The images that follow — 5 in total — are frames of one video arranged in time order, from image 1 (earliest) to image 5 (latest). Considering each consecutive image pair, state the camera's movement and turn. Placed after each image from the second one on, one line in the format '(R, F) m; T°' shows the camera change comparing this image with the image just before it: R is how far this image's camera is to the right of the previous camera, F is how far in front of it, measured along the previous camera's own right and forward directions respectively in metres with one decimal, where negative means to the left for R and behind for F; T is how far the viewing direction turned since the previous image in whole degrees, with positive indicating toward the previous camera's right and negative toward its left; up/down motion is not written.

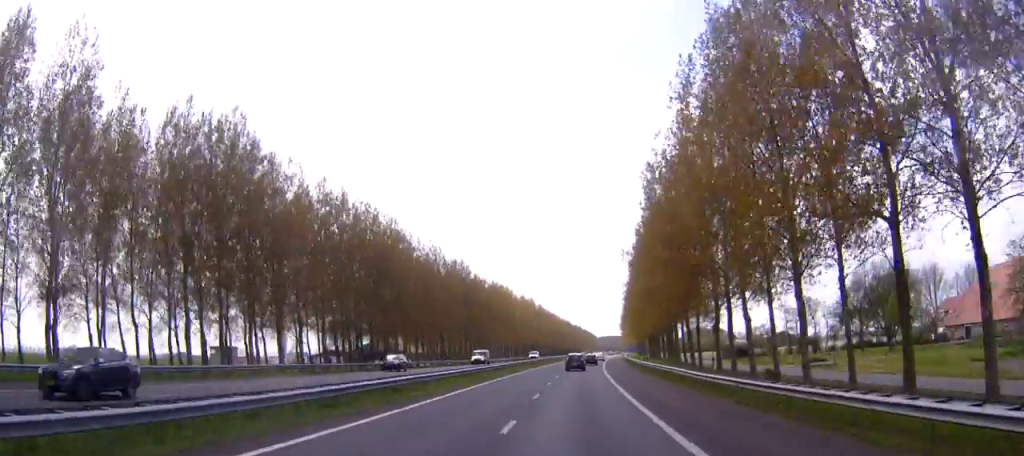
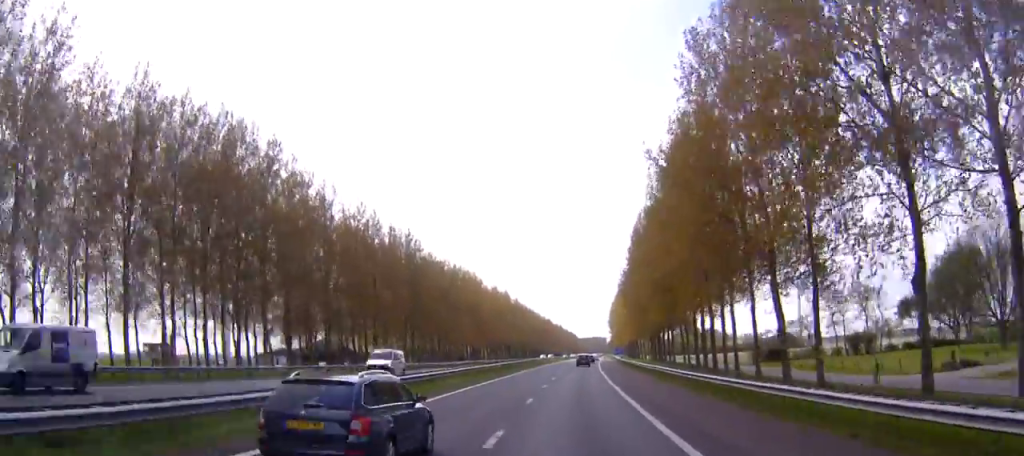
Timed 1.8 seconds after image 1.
(+0.6, +39.1) m; +1°
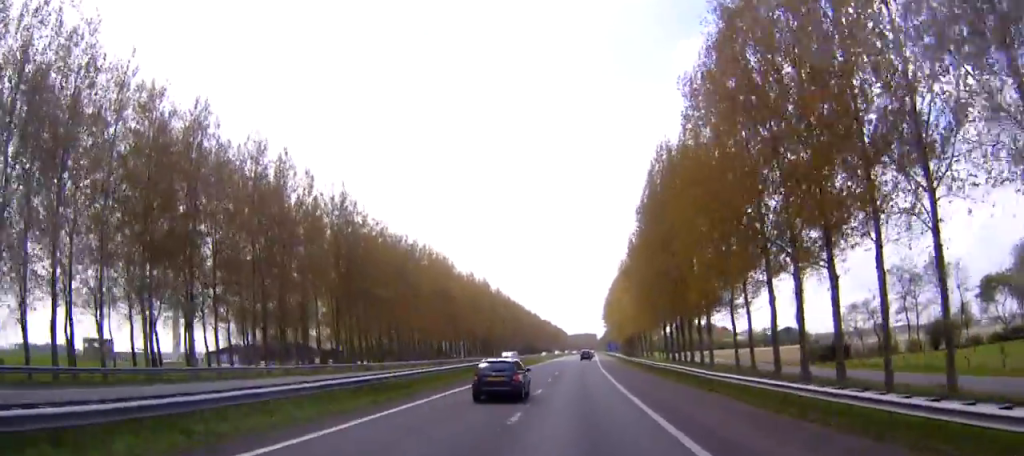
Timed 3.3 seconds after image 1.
(+0.2, +32.3) m; +1°
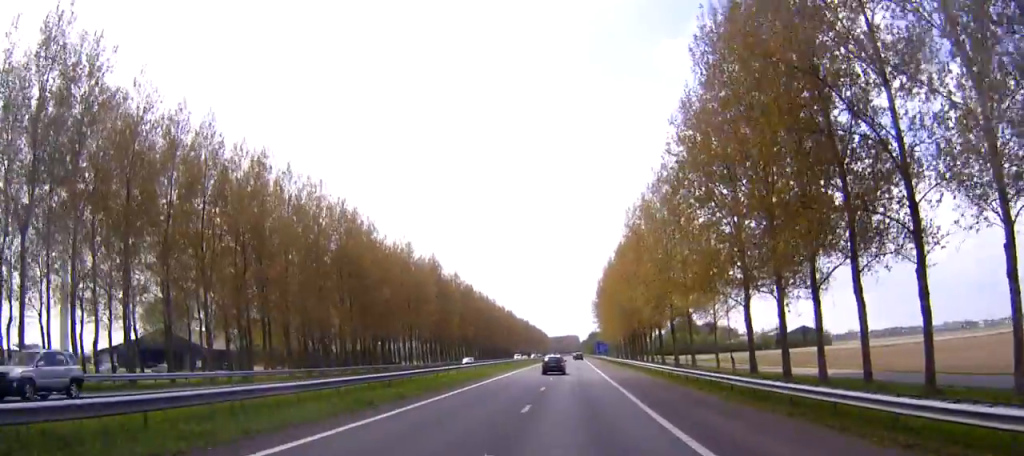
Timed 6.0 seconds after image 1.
(+0.8, +57.1) m; +2°
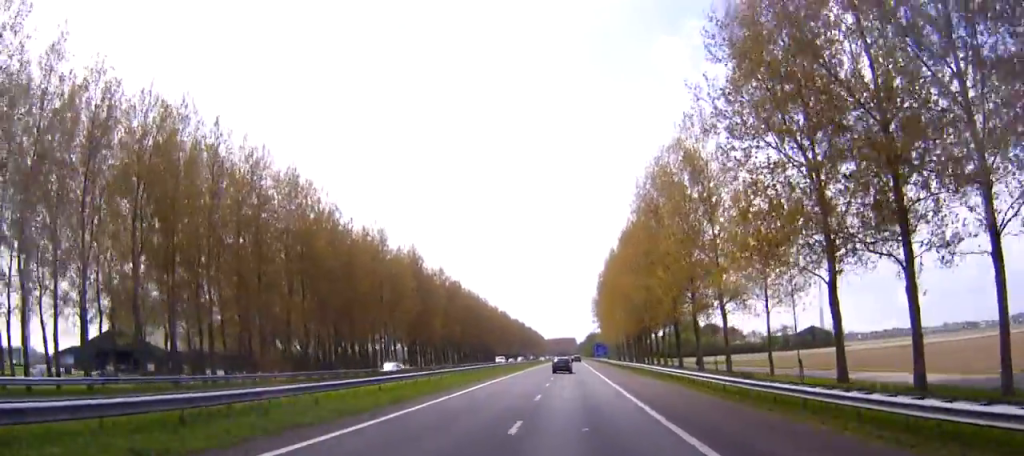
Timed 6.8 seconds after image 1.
(0.0, +17.5) m; +1°
